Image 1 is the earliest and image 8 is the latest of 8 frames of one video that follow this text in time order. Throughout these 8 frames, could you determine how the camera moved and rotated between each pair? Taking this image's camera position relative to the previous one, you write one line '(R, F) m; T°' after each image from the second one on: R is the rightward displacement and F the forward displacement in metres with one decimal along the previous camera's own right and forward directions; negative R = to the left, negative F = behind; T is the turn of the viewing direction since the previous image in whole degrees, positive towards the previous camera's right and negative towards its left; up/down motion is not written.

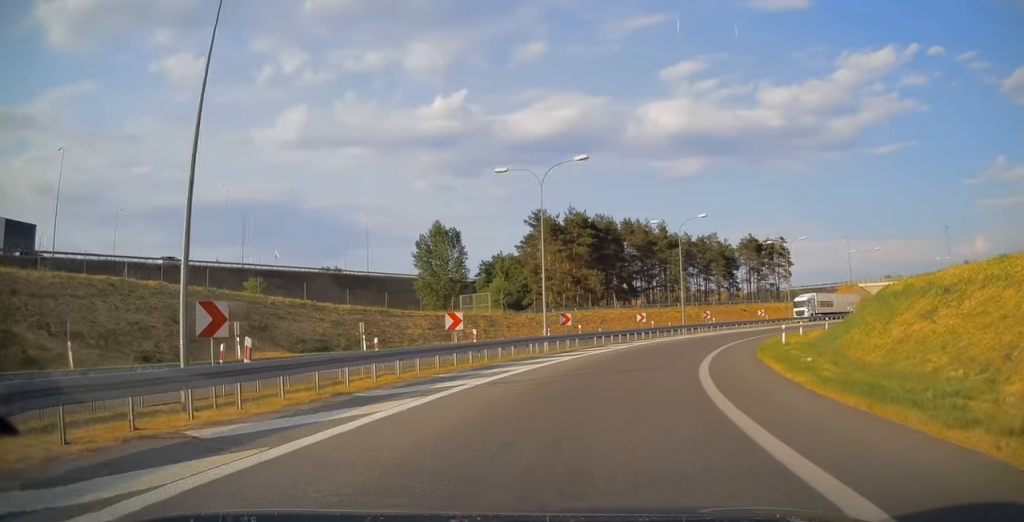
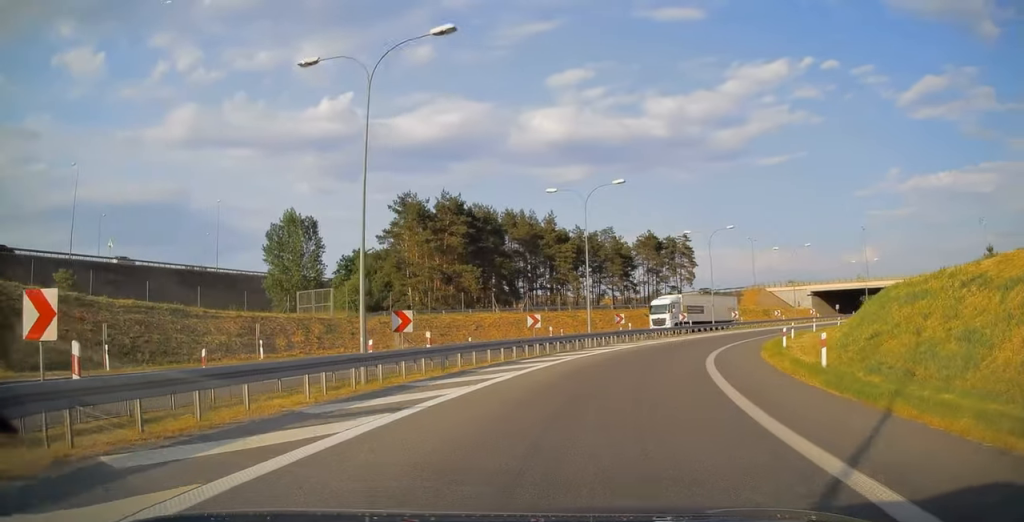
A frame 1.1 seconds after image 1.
(+1.2, +14.9) m; +10°
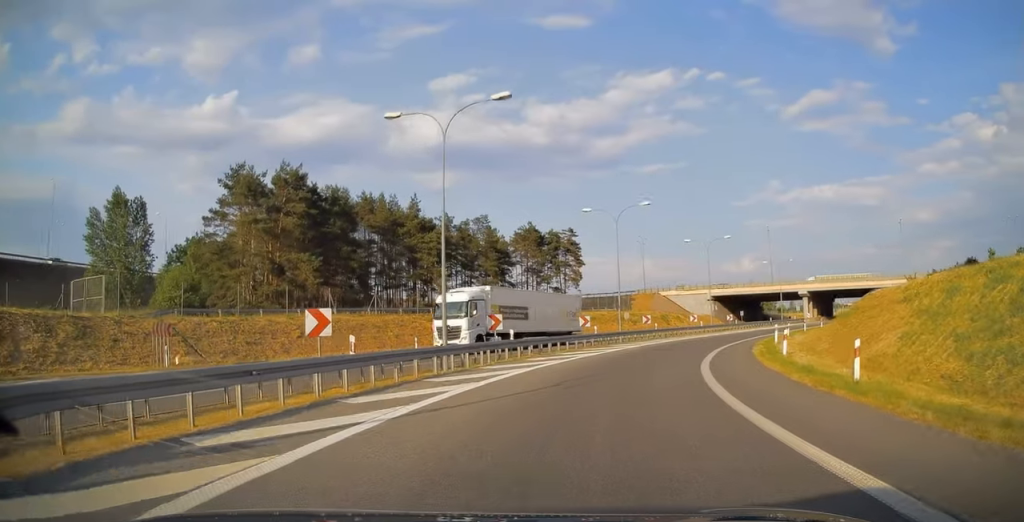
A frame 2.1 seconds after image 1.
(+1.5, +14.9) m; +12°
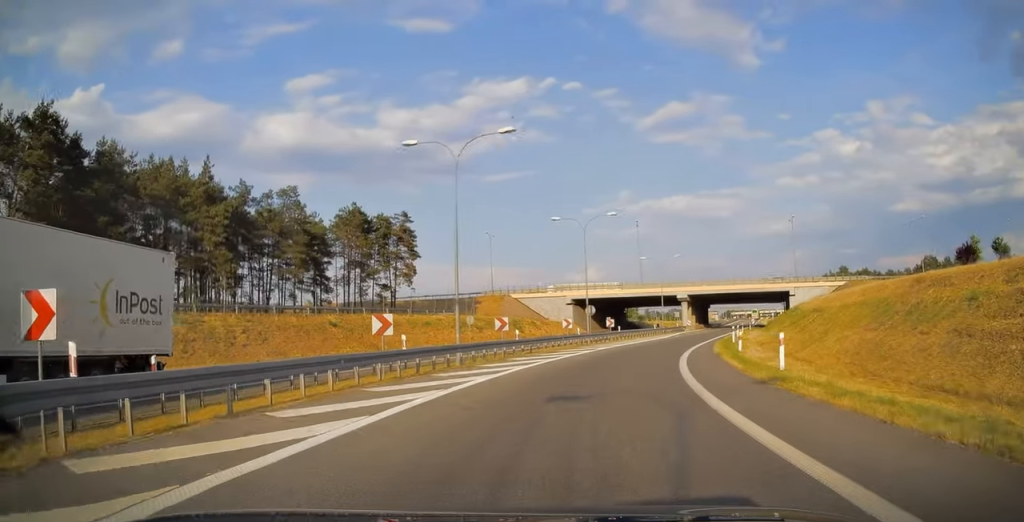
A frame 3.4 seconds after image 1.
(+2.2, +18.0) m; +14°
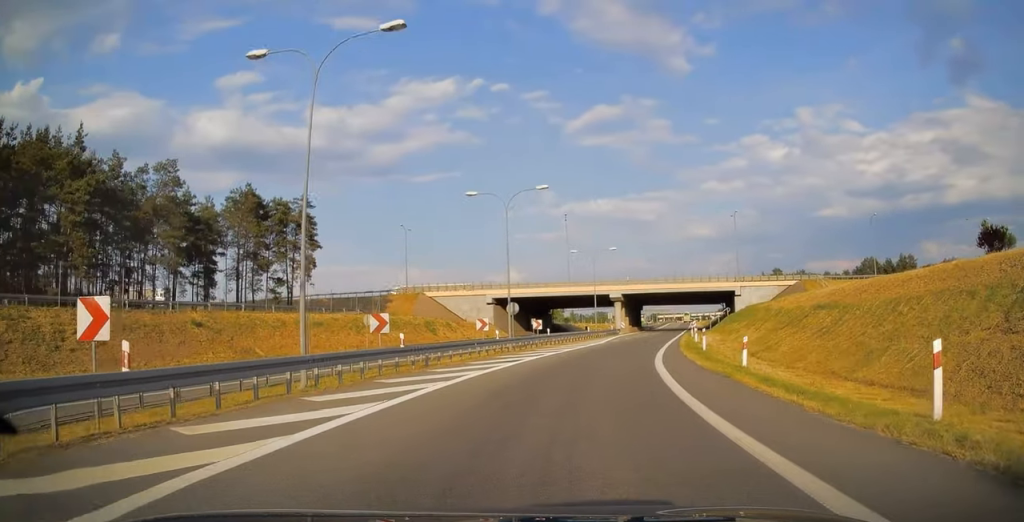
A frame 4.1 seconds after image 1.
(+0.7, +9.7) m; +8°
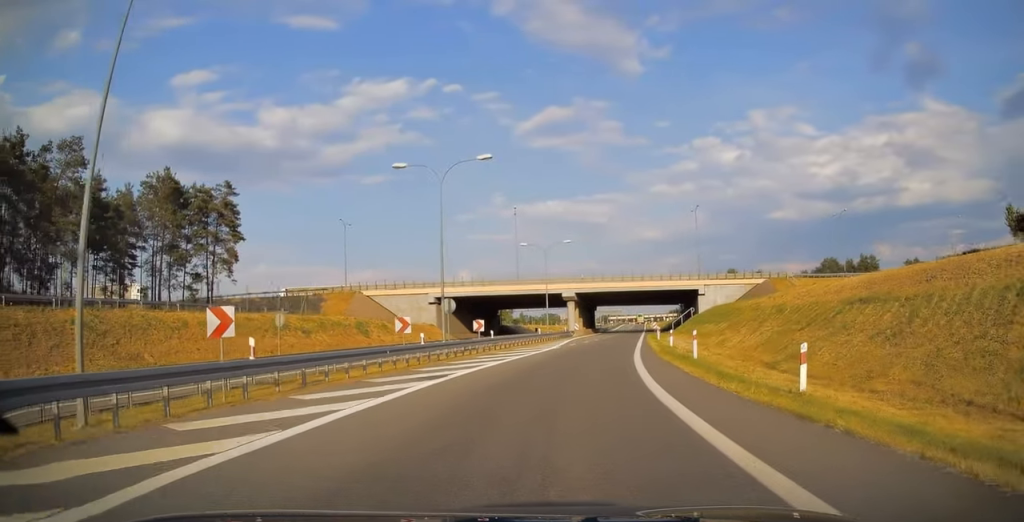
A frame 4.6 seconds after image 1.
(+0.1, +7.2) m; +6°
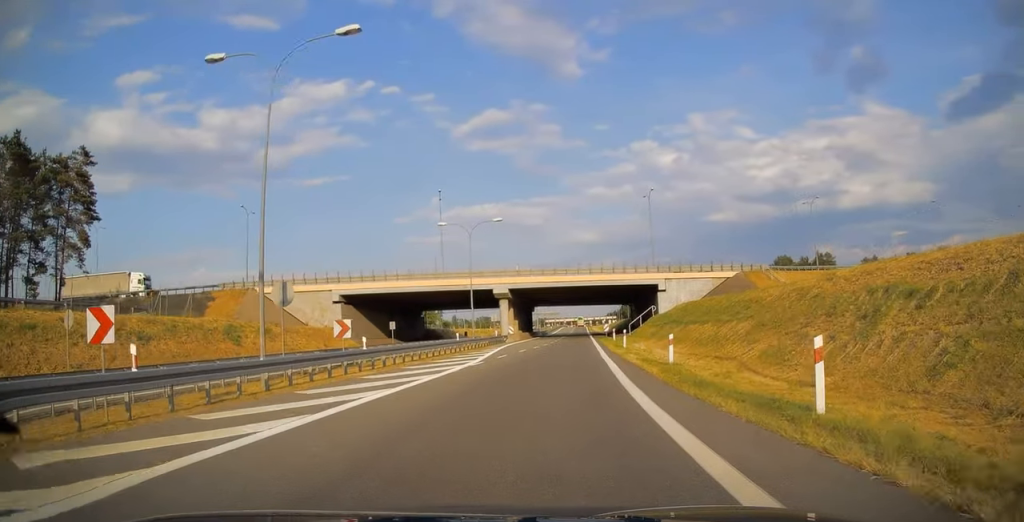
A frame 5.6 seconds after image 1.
(+1.4, +14.2) m; +9°
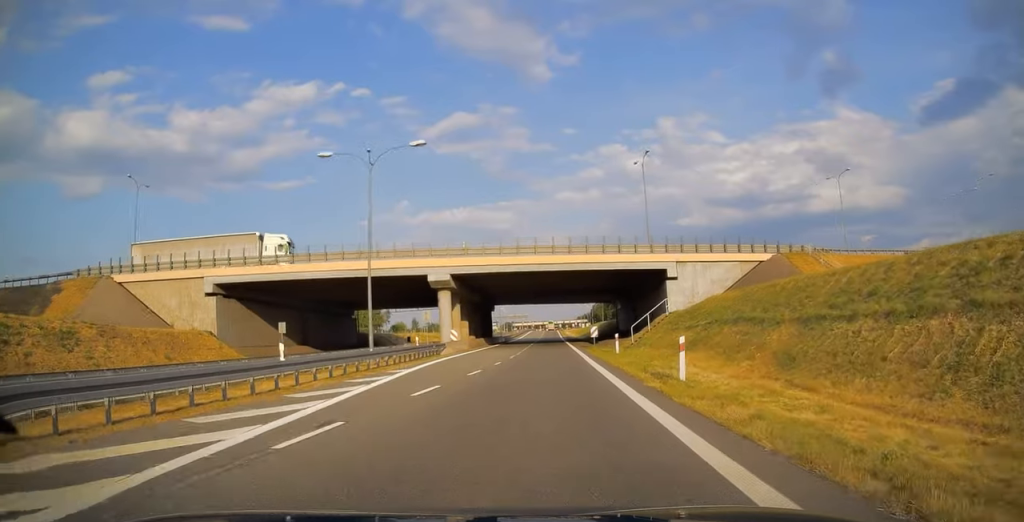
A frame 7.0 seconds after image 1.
(+1.7, +21.0) m; +6°
